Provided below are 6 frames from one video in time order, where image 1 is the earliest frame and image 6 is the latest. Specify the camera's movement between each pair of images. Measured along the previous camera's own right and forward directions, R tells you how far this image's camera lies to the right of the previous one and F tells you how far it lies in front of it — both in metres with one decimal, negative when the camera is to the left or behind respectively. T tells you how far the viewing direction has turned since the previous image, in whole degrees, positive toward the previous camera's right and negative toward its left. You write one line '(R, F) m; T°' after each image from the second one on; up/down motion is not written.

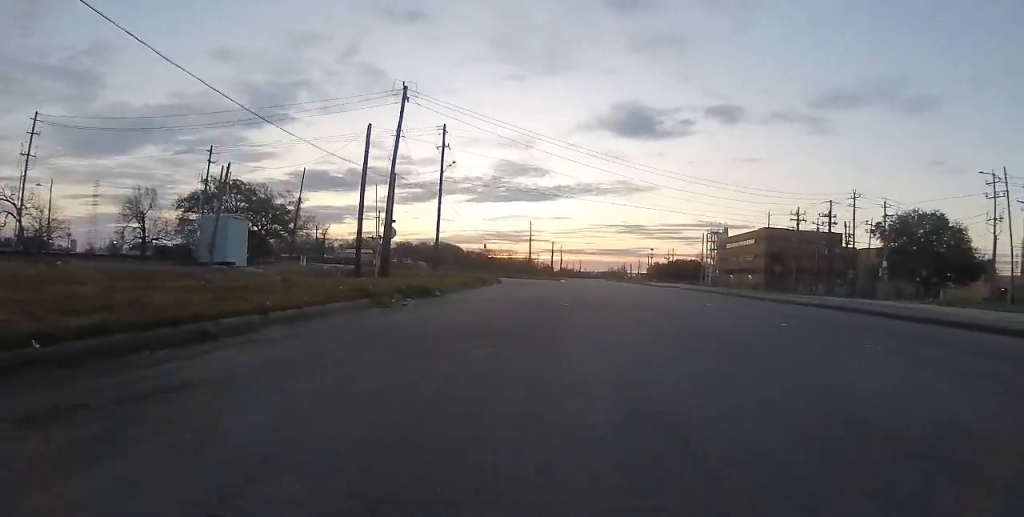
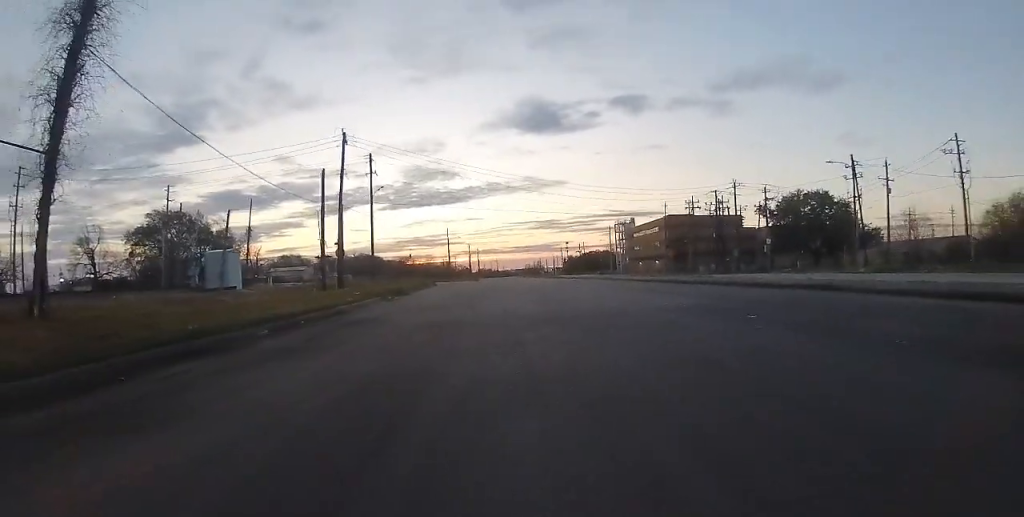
(+0.5, +9.9) m; +5°
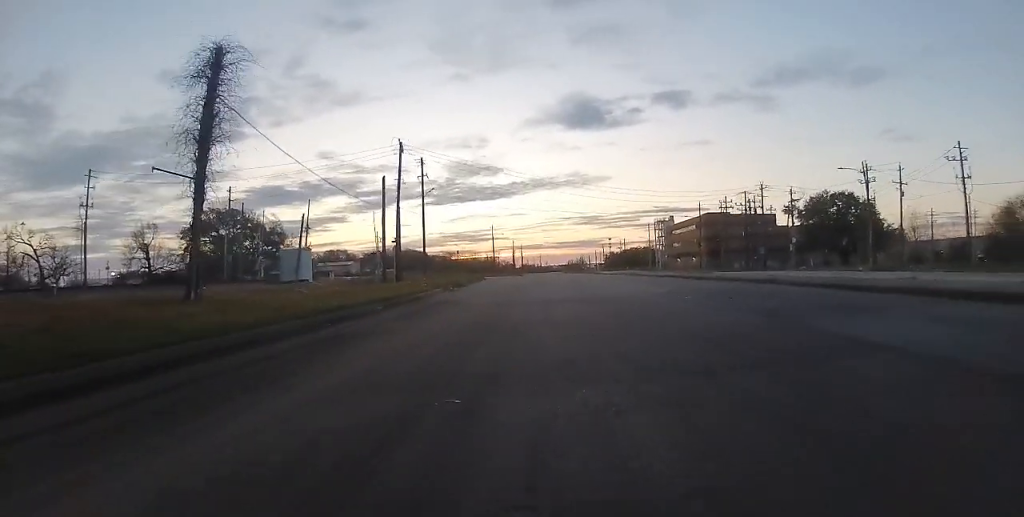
(-0.1, +5.6) m; 0°
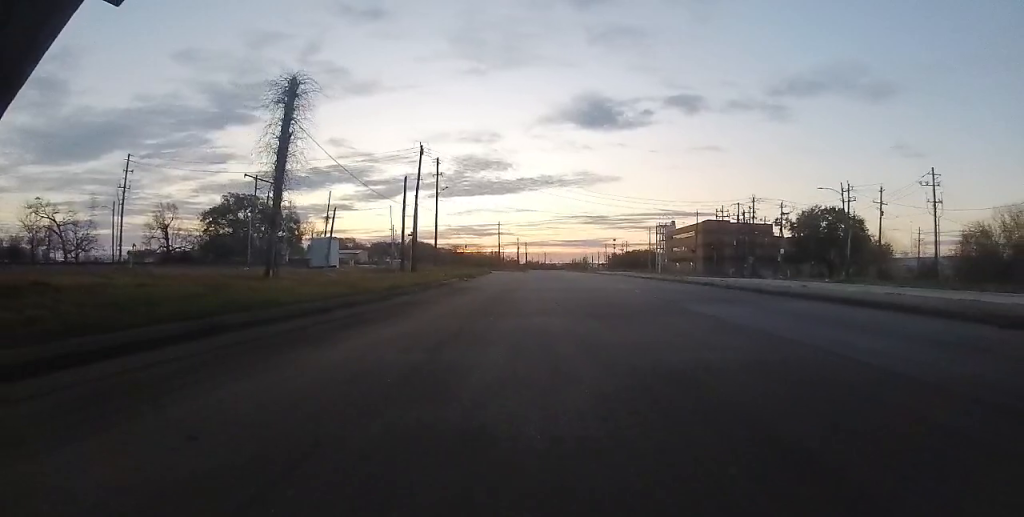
(0.0, +5.9) m; 0°
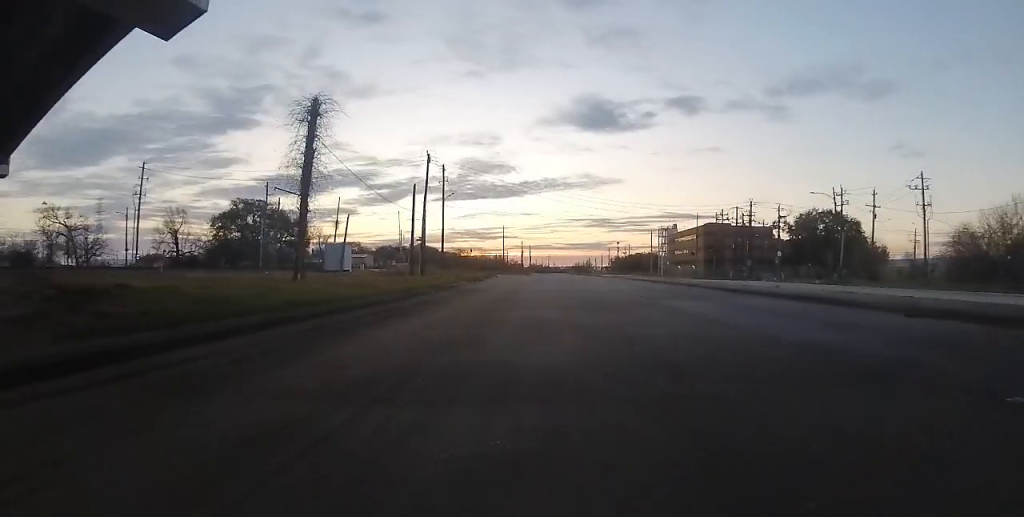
(0.0, +2.6) m; 0°
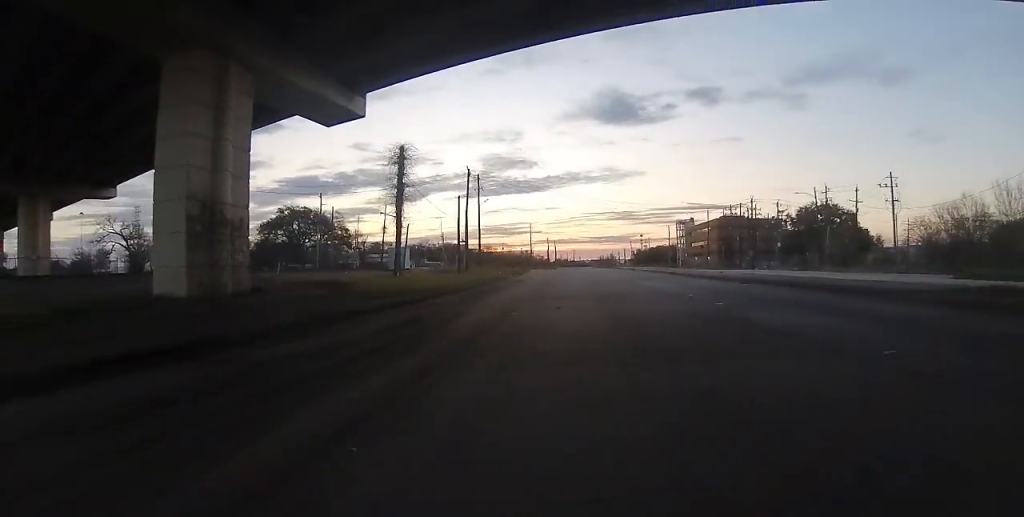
(+0.1, +11.5) m; +1°
